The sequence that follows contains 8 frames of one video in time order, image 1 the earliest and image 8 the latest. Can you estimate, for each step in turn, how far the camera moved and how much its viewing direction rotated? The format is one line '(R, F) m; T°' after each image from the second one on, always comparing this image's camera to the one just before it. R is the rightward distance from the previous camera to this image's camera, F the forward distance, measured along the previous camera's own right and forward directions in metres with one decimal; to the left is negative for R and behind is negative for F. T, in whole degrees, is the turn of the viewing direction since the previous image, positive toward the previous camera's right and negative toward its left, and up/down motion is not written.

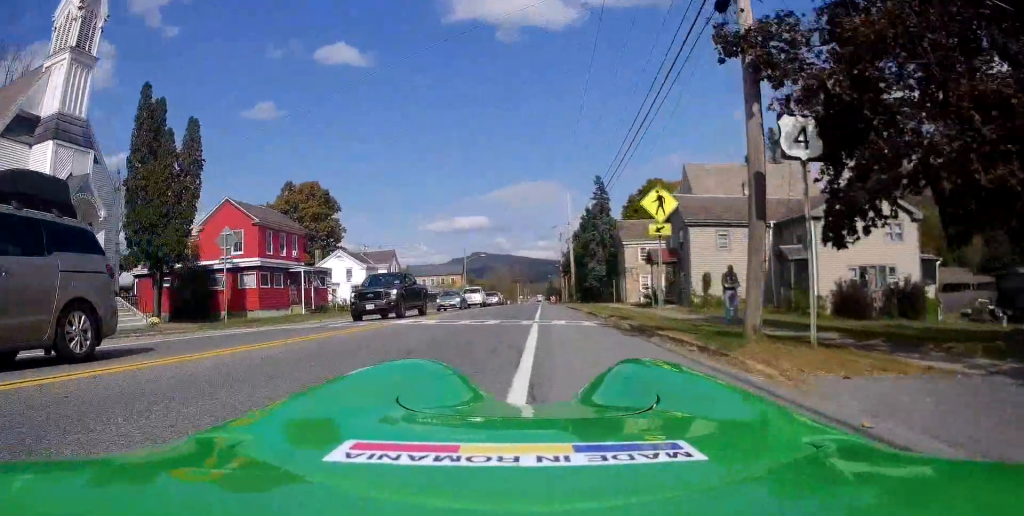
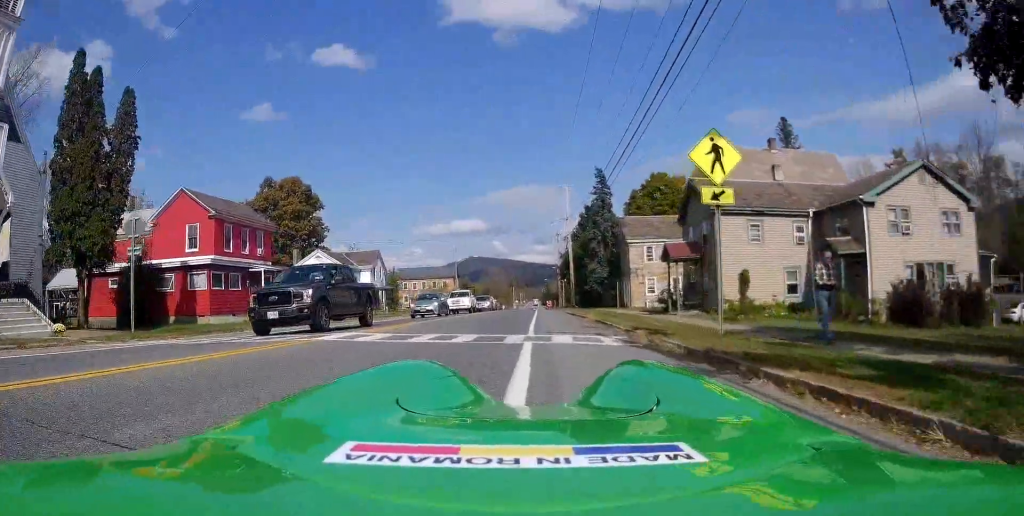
(0.0, +5.7) m; -1°
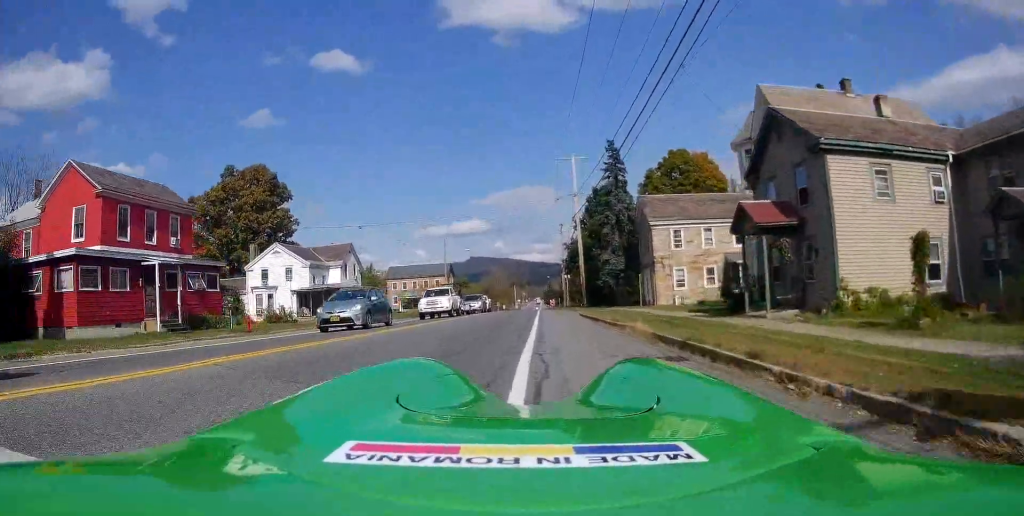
(-0.1, +11.1) m; +1°
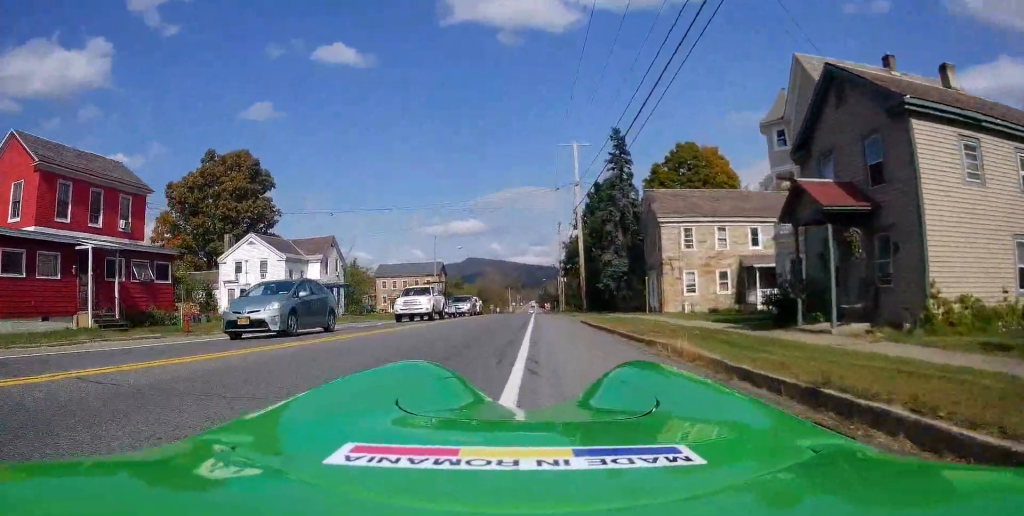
(+0.1, +4.7) m; -1°
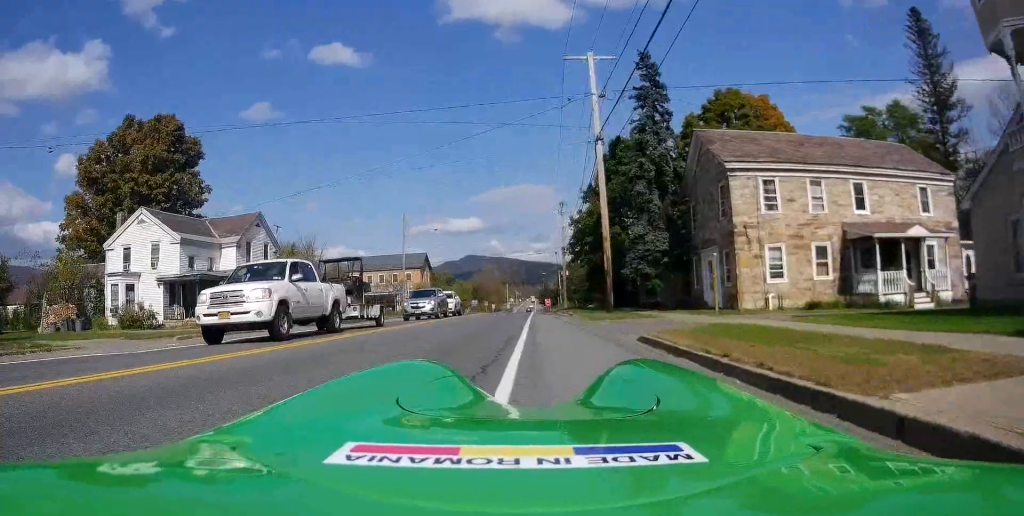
(-0.4, +15.5) m; -2°
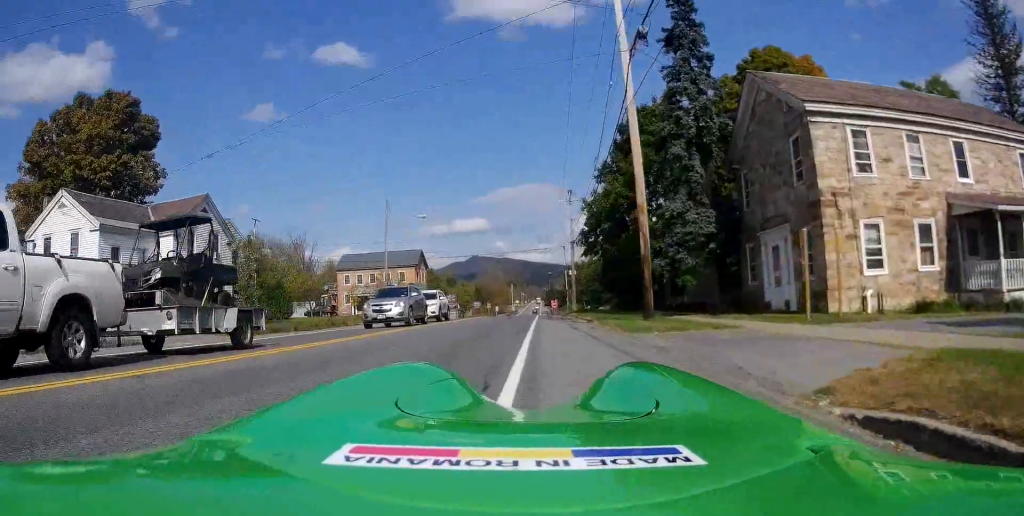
(+0.2, +7.9) m; +1°
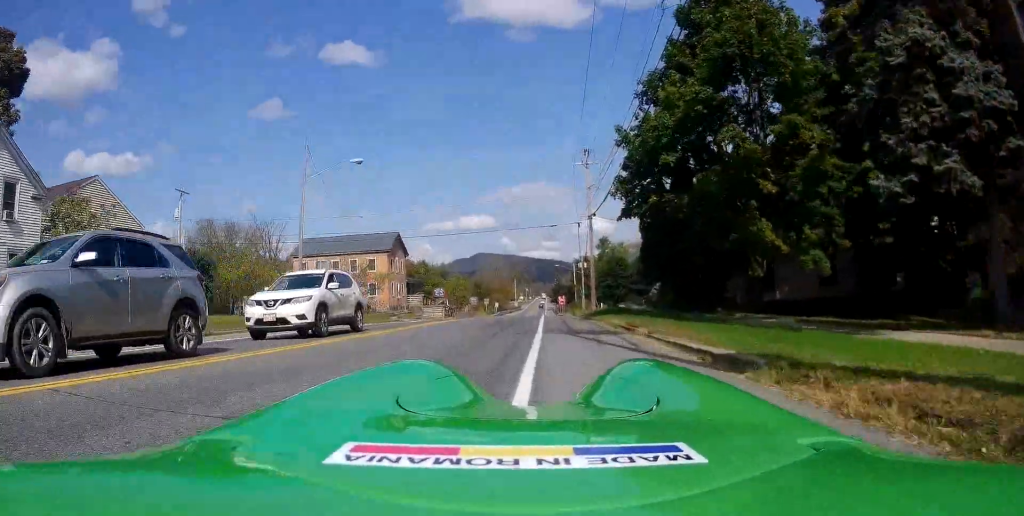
(+0.3, +17.1) m; +1°
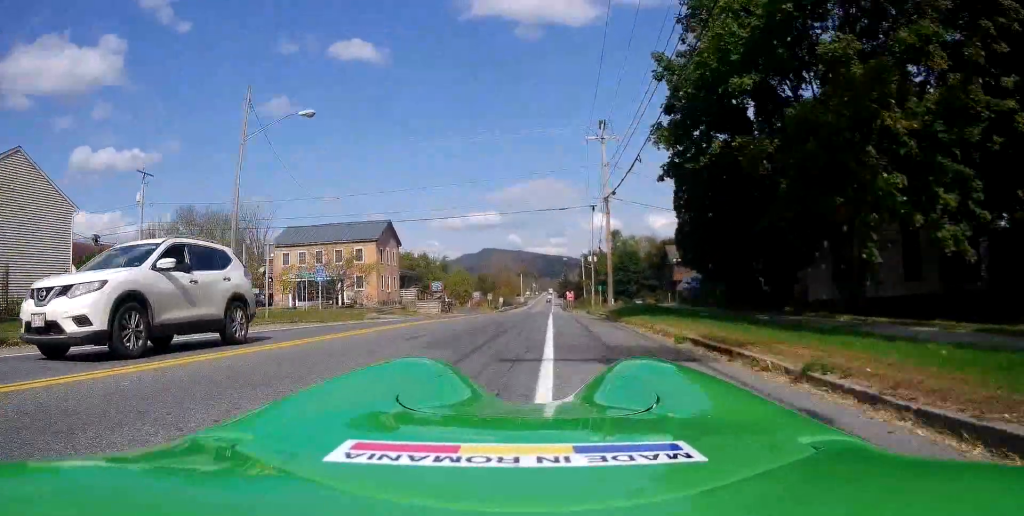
(0.0, +7.1) m; 0°
